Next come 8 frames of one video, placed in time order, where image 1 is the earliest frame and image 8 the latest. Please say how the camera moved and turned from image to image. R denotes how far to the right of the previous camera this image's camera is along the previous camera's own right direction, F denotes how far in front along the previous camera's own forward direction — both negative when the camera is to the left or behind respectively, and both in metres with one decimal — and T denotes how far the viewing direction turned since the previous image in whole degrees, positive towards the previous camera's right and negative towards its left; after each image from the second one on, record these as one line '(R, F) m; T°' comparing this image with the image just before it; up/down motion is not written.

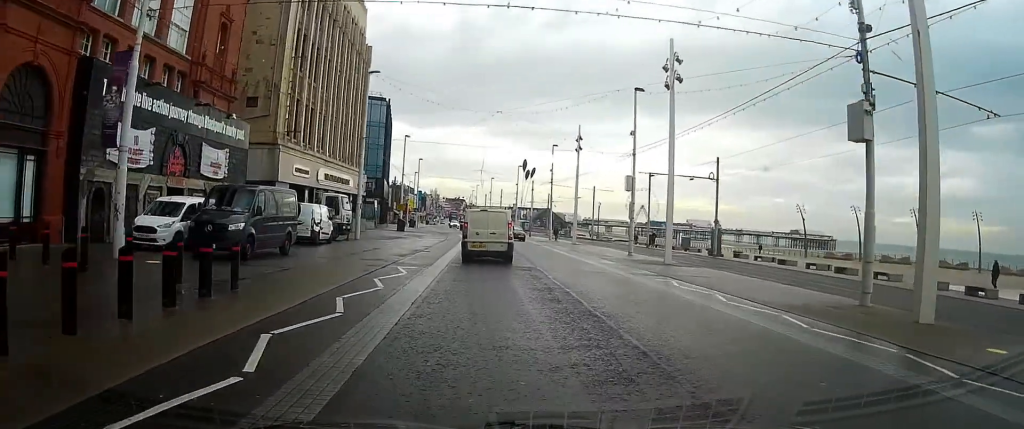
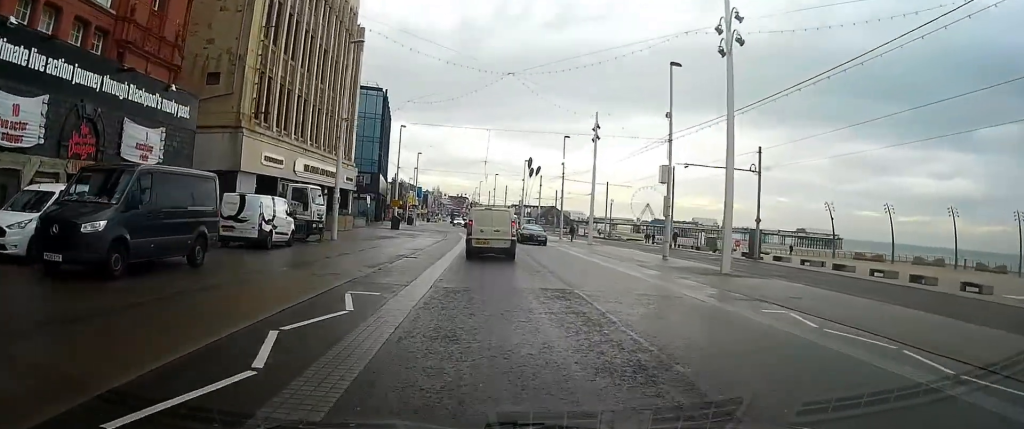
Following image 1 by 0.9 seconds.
(0.0, +8.2) m; -4°
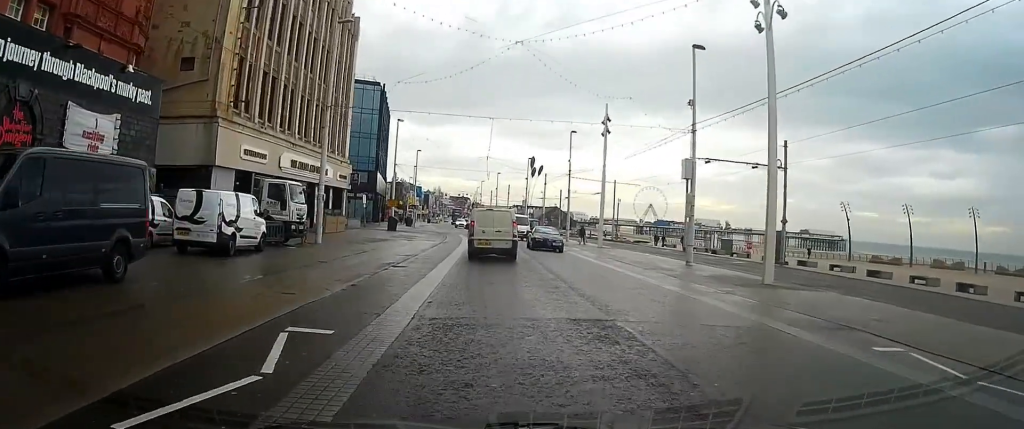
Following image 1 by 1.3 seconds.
(-0.3, +4.3) m; -3°
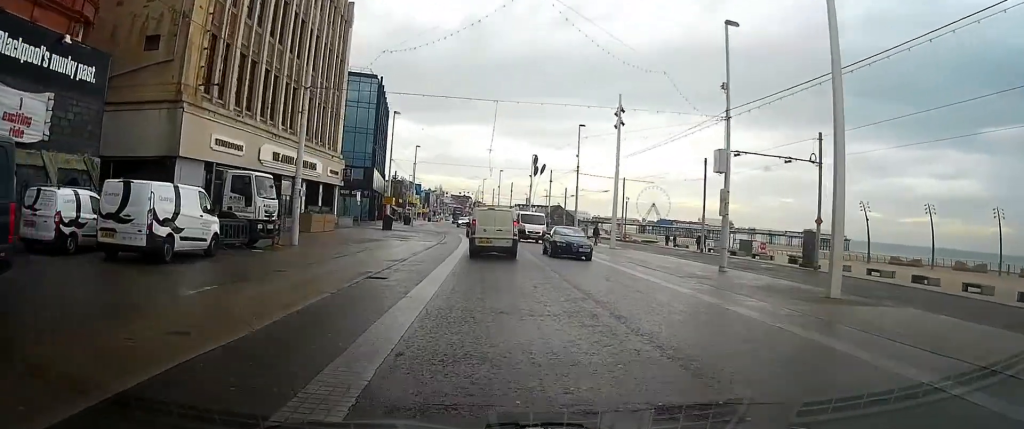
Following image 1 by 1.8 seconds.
(-0.1, +5.0) m; -3°
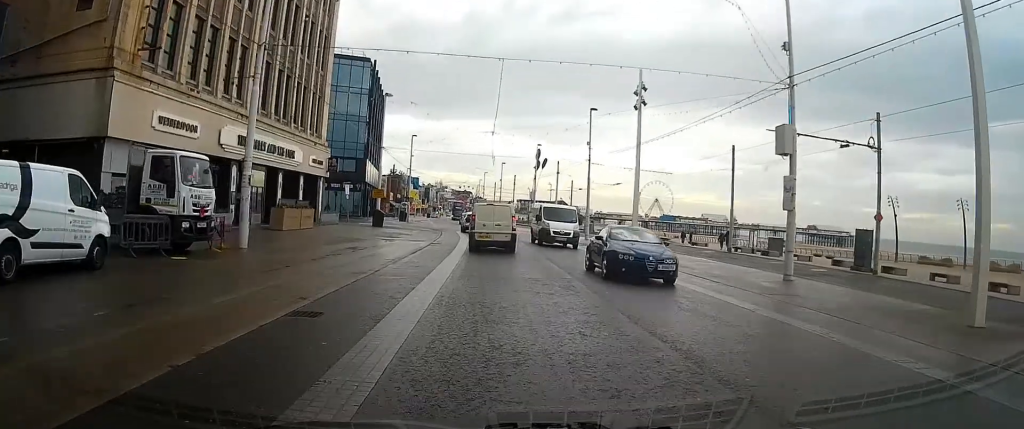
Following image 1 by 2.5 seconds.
(-0.3, +7.4) m; +1°
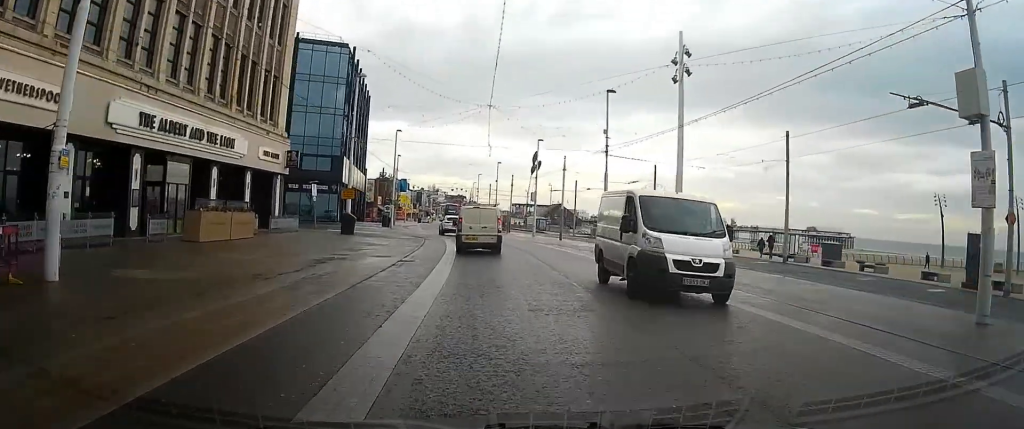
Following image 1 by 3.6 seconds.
(+0.4, +11.8) m; +4°
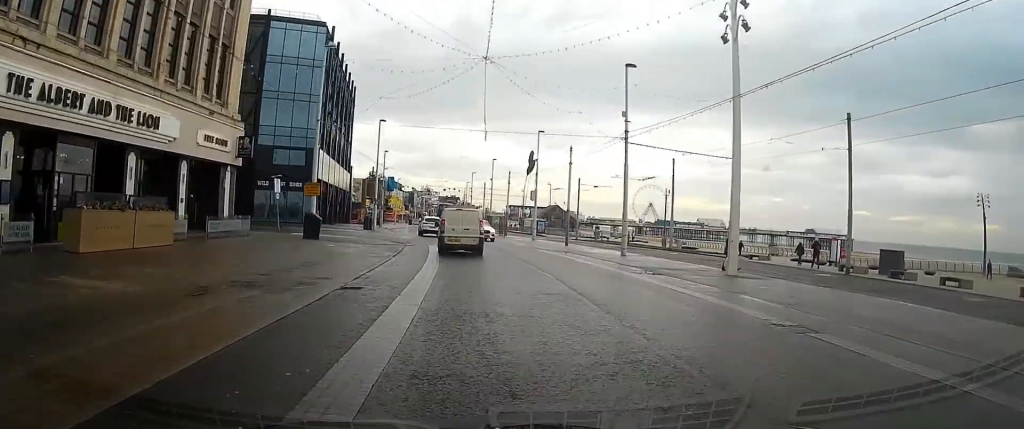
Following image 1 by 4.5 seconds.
(+0.2, +8.8) m; +1°
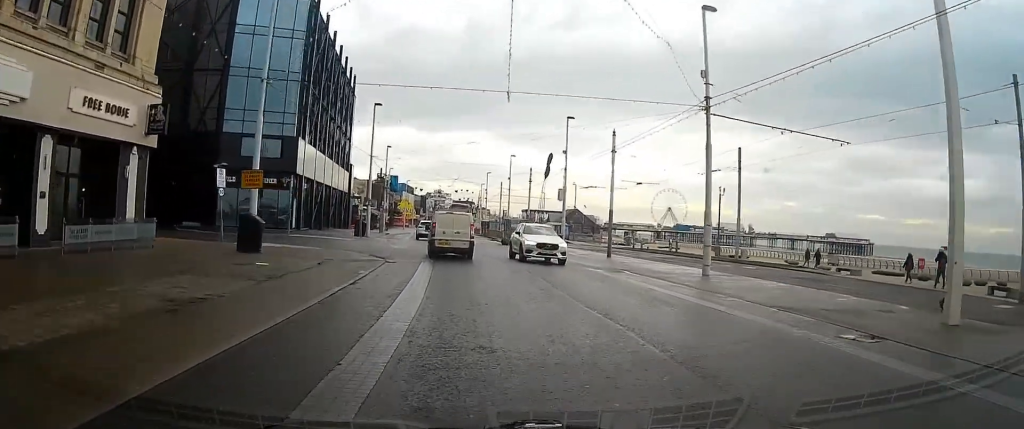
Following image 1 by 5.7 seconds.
(0.0, +12.7) m; 0°
